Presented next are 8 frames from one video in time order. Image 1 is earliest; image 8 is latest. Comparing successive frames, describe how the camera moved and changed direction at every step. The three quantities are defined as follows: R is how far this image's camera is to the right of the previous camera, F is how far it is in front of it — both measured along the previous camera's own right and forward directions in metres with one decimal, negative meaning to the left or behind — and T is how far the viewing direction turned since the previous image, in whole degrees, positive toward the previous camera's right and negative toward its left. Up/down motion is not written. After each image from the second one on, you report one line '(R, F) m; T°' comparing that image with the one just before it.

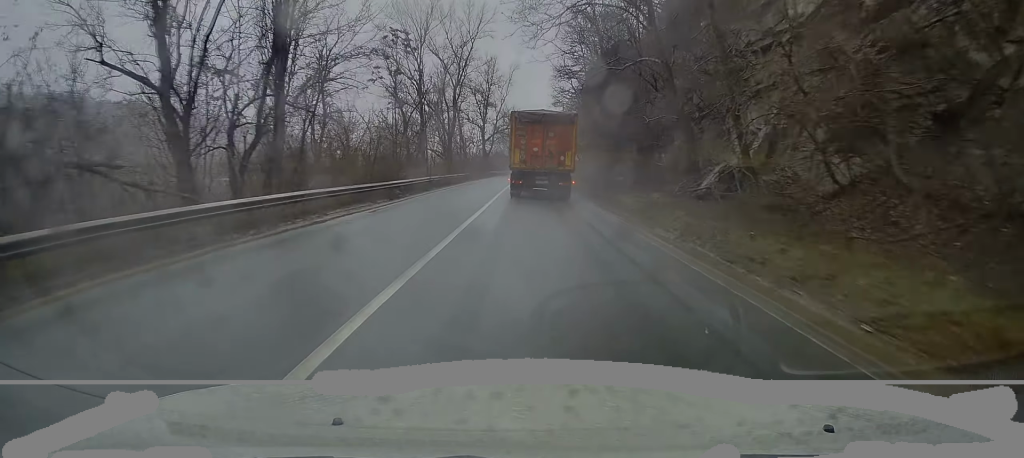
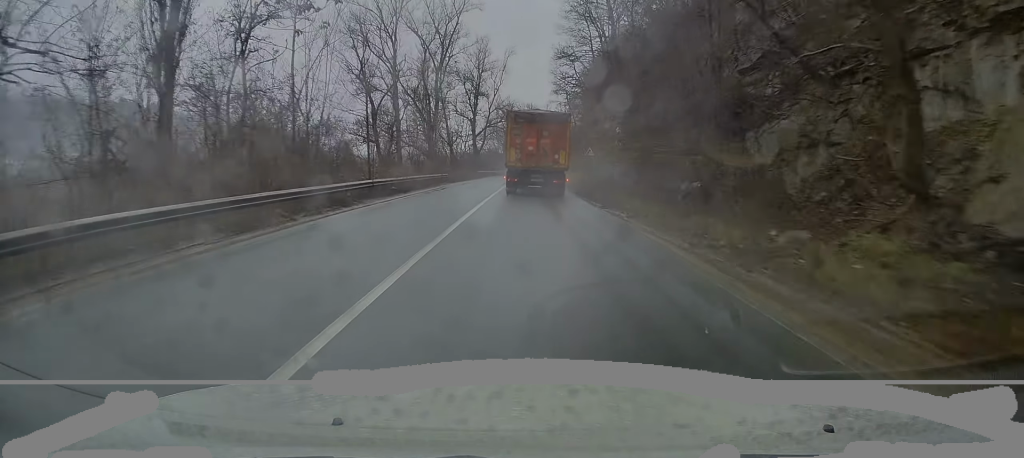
(+0.1, +13.7) m; +1°
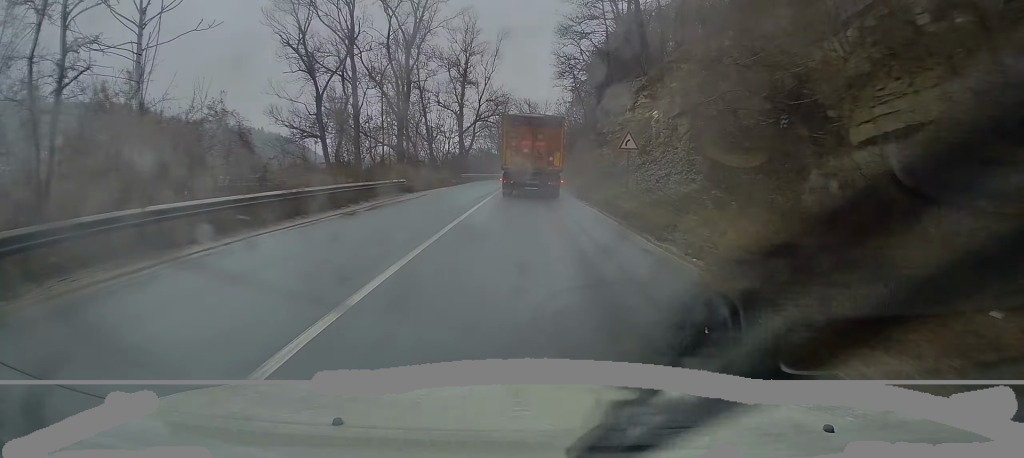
(+0.1, +15.4) m; 0°
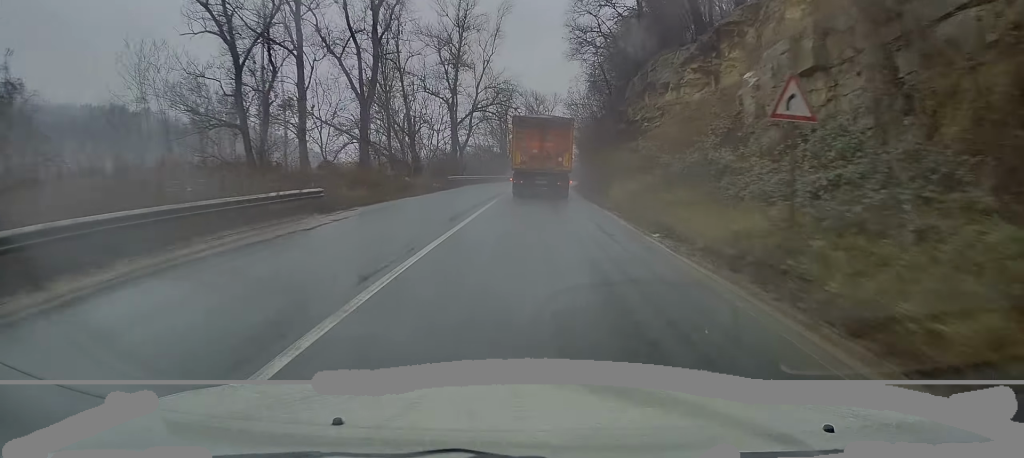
(0.0, +14.0) m; 0°
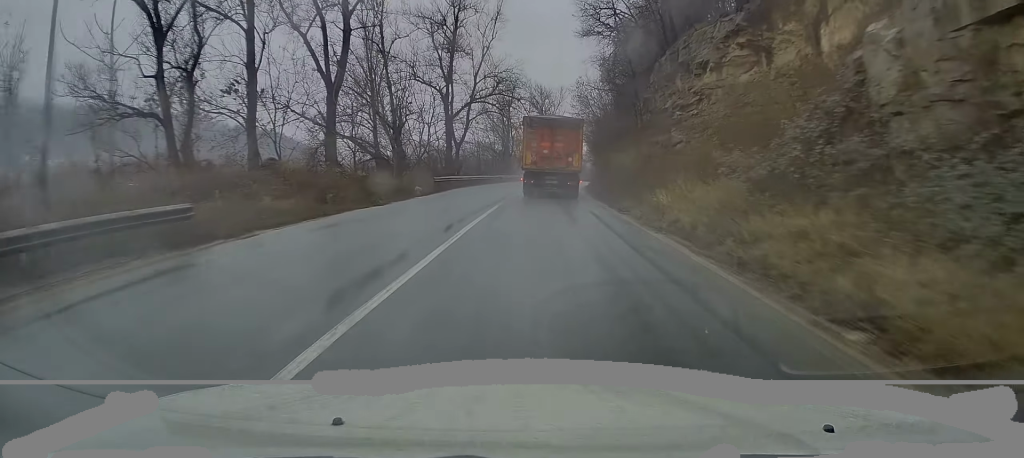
(-0.1, +7.9) m; 0°
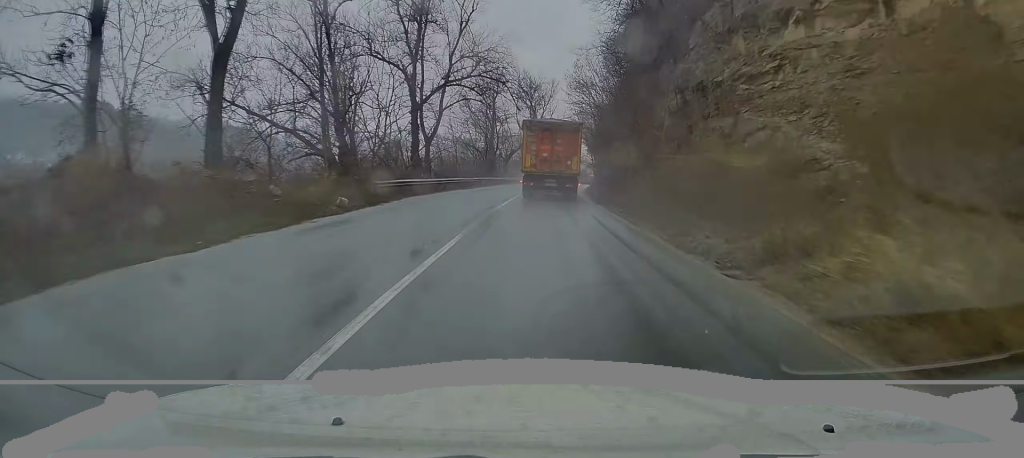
(-0.1, +11.9) m; 0°
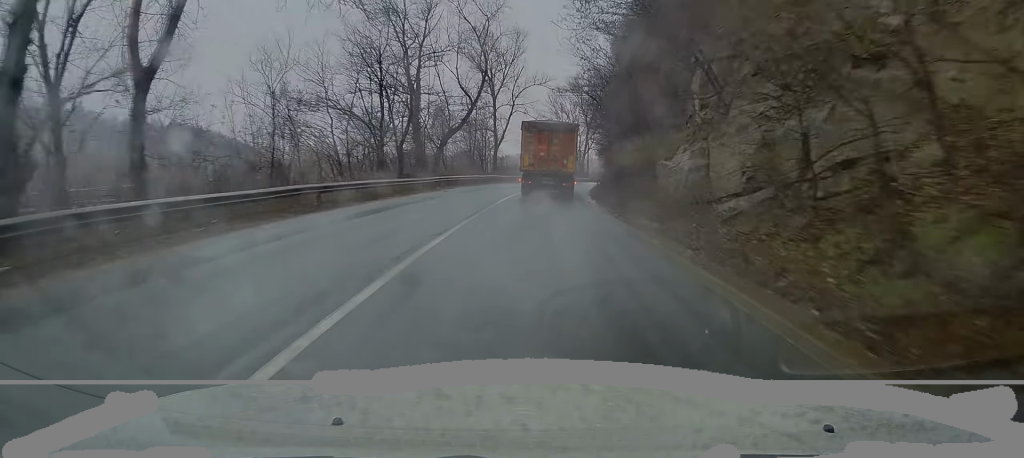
(+0.4, +35.5) m; +2°
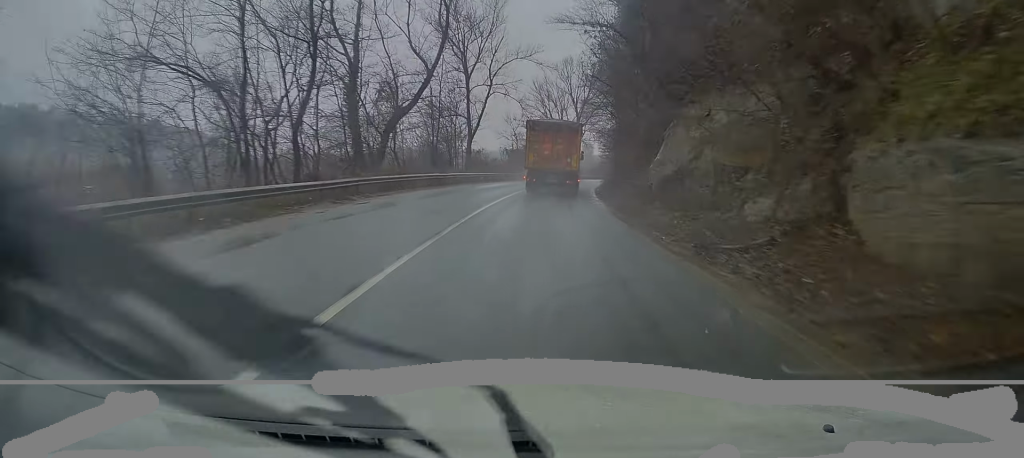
(+0.1, +14.5) m; +1°
